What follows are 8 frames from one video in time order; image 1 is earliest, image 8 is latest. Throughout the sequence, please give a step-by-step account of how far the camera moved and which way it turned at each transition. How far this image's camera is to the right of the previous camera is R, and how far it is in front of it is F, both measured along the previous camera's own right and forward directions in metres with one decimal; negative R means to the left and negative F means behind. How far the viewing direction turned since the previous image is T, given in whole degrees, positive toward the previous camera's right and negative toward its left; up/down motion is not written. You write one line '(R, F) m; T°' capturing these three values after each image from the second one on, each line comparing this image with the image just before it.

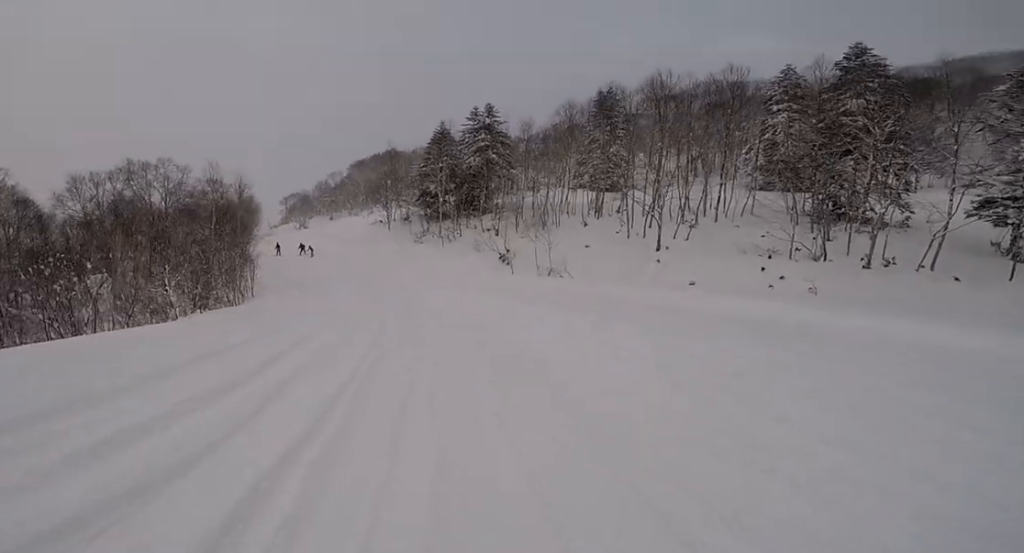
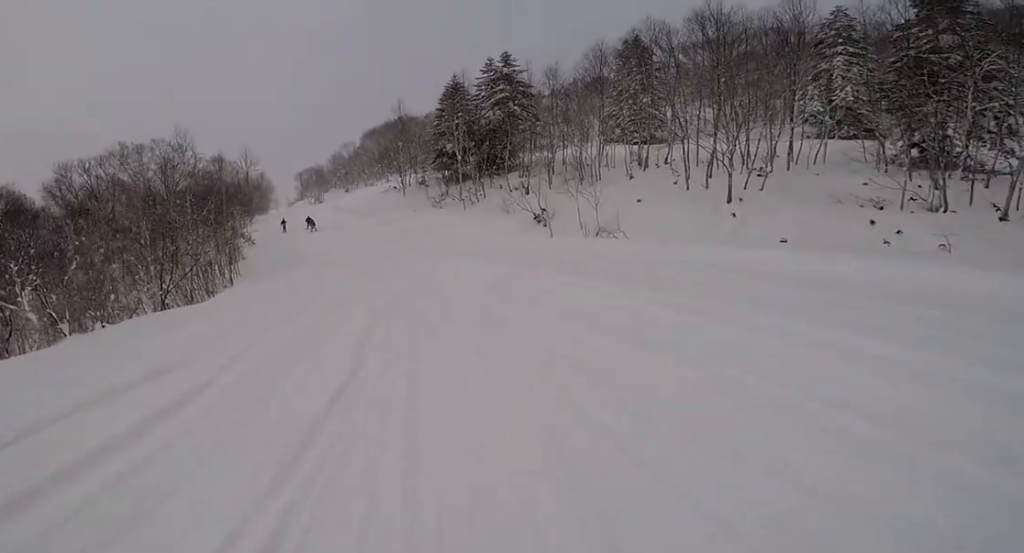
(+0.2, +5.2) m; 0°
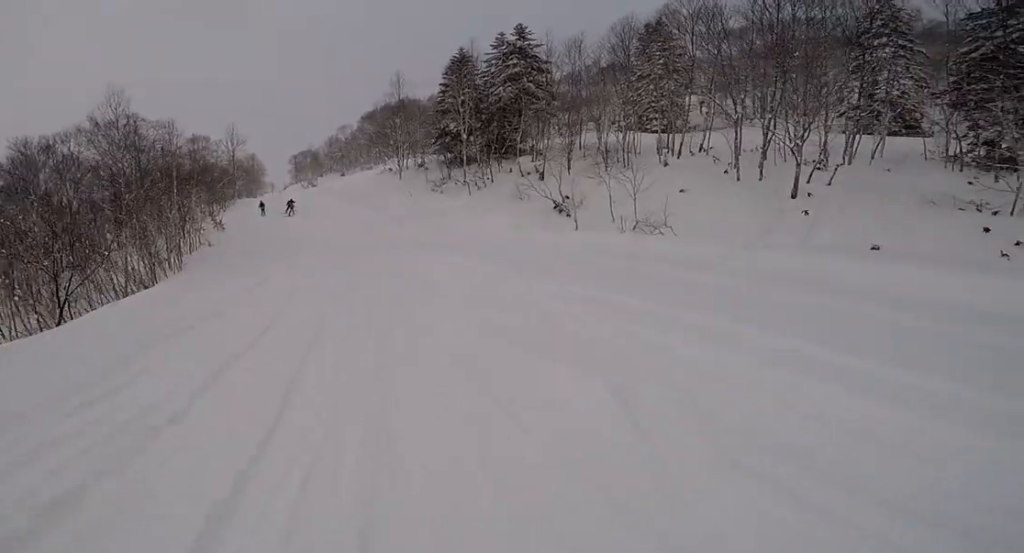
(+0.2, +5.2) m; -5°
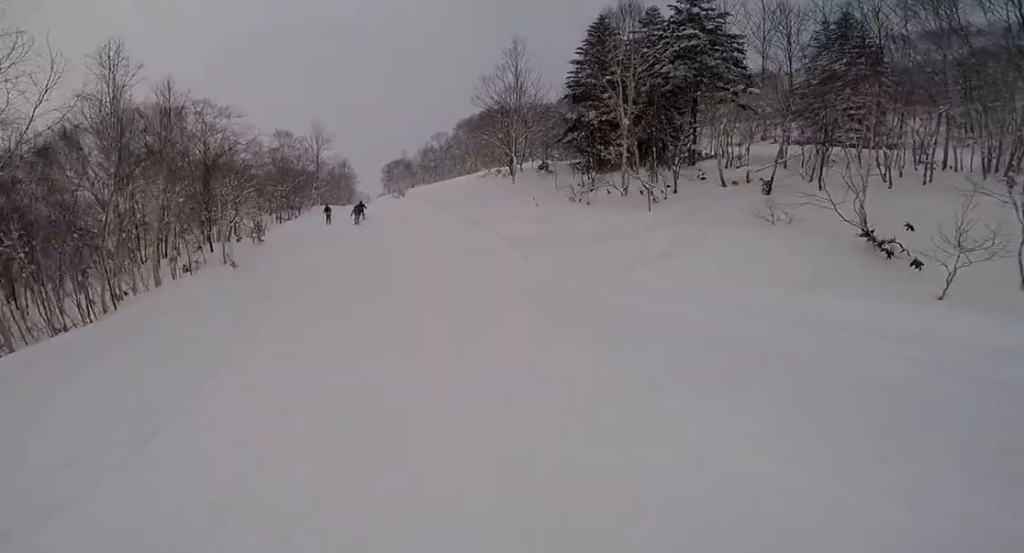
(-3.3, +13.1) m; -16°
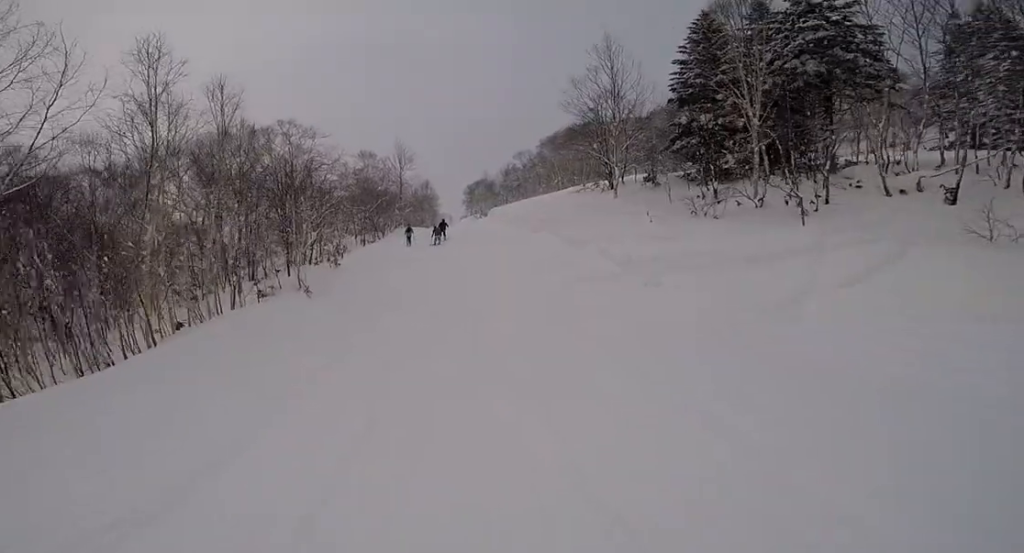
(0.0, +2.8) m; +3°
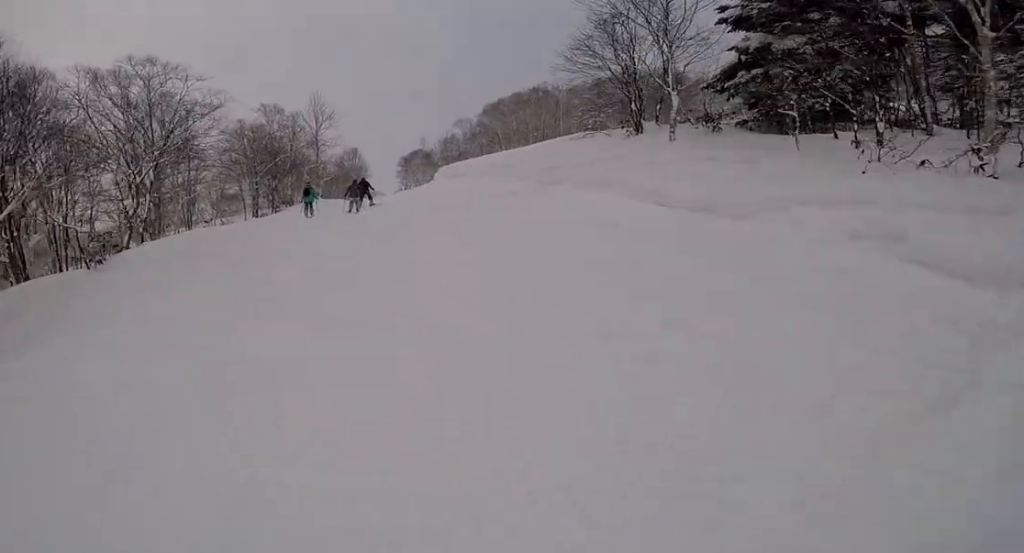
(-0.1, +11.9) m; -7°
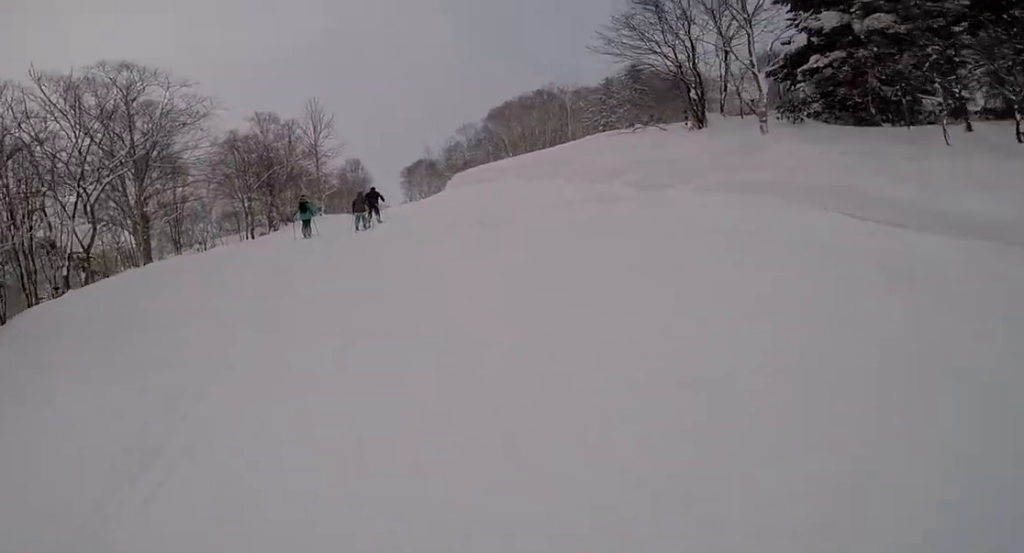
(0.0, +3.4) m; -1°
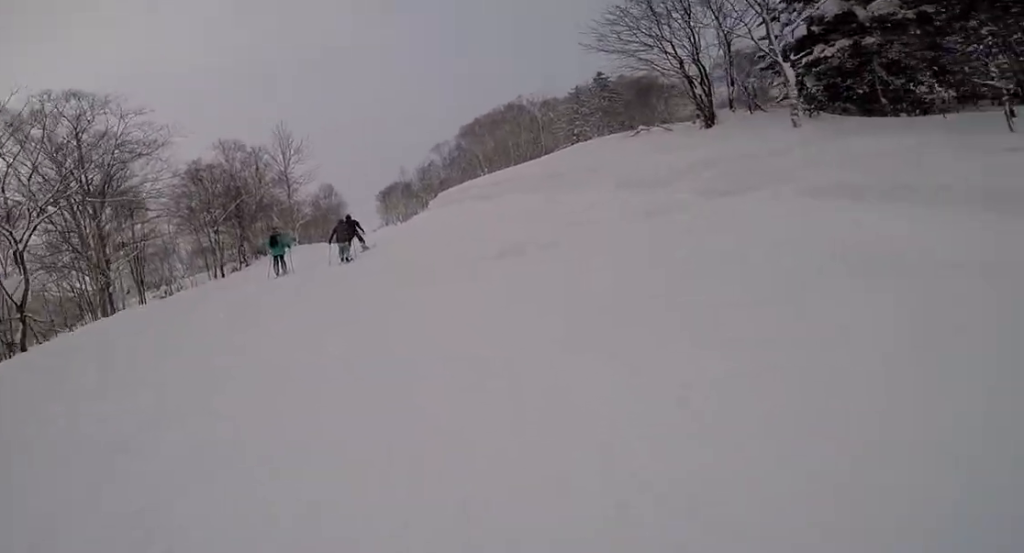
(0.0, +2.2) m; 0°
